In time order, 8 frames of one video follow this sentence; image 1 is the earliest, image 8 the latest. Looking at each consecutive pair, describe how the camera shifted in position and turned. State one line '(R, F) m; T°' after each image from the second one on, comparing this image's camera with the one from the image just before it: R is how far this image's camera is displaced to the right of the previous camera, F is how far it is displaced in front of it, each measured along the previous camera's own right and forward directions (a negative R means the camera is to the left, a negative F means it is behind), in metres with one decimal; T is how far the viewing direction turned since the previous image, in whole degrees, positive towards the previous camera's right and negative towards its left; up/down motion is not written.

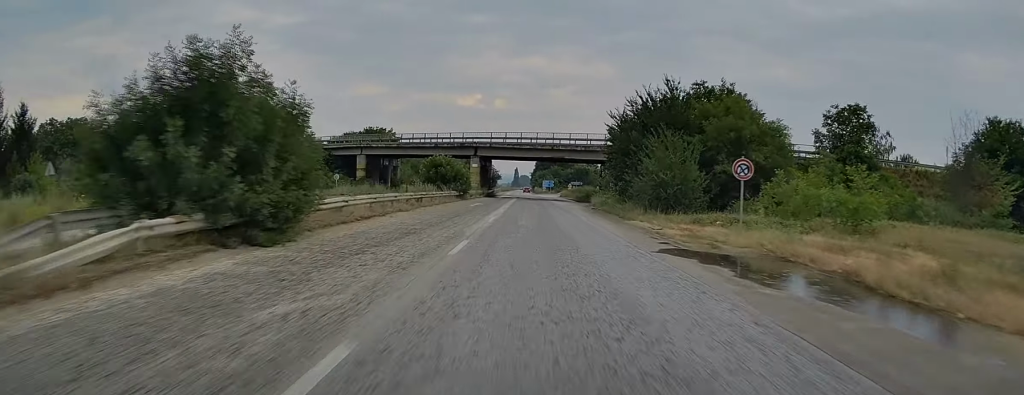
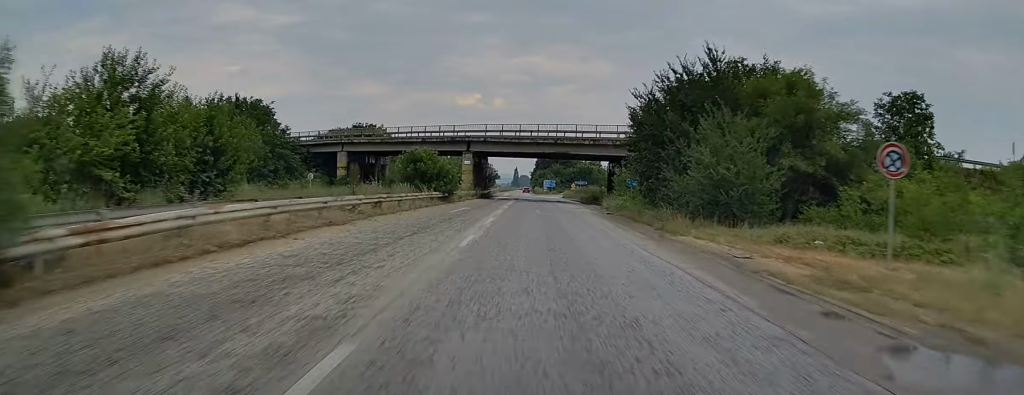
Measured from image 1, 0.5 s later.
(+0.1, +10.0) m; +1°
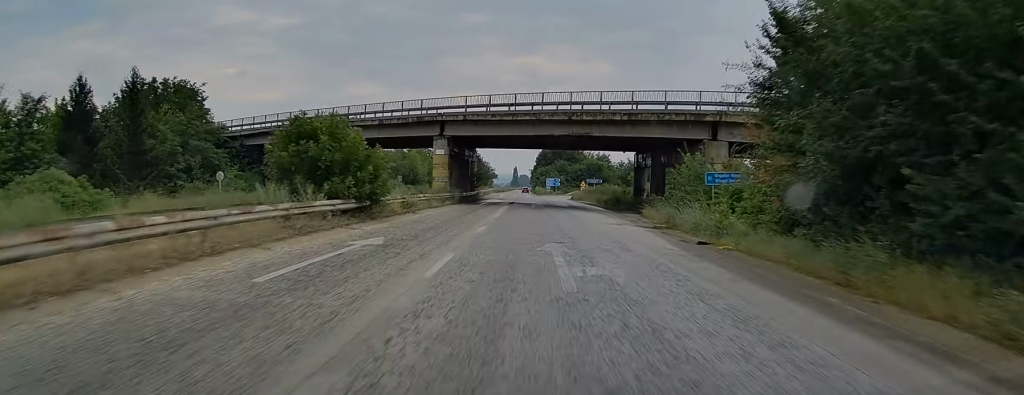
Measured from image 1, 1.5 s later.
(0.0, +22.0) m; -1°
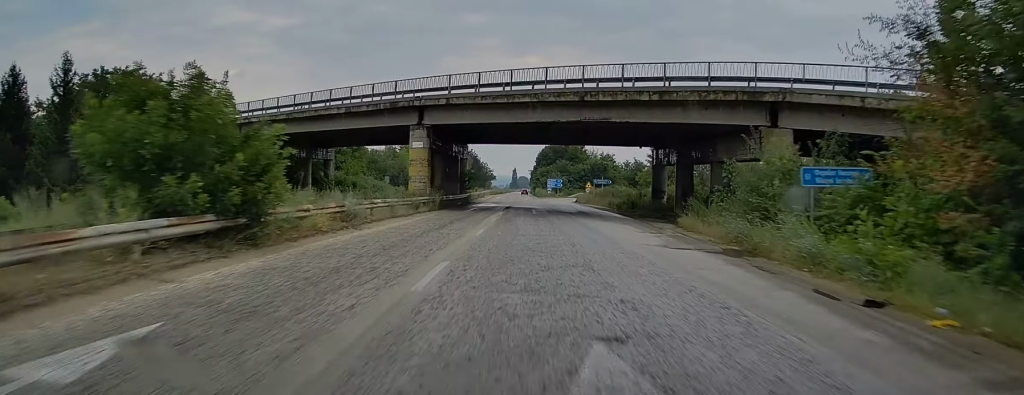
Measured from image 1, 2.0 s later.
(-0.2, +9.9) m; 0°
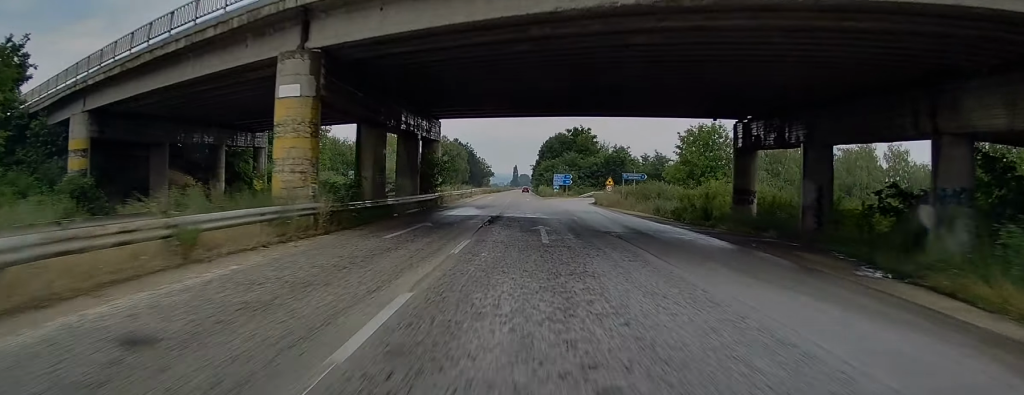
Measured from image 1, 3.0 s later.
(0.0, +22.0) m; 0°
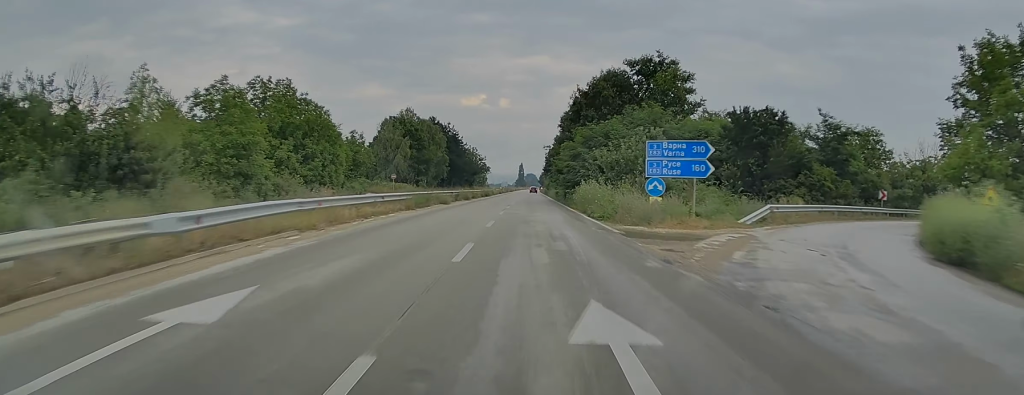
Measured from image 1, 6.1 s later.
(-1.1, +65.4) m; -1°
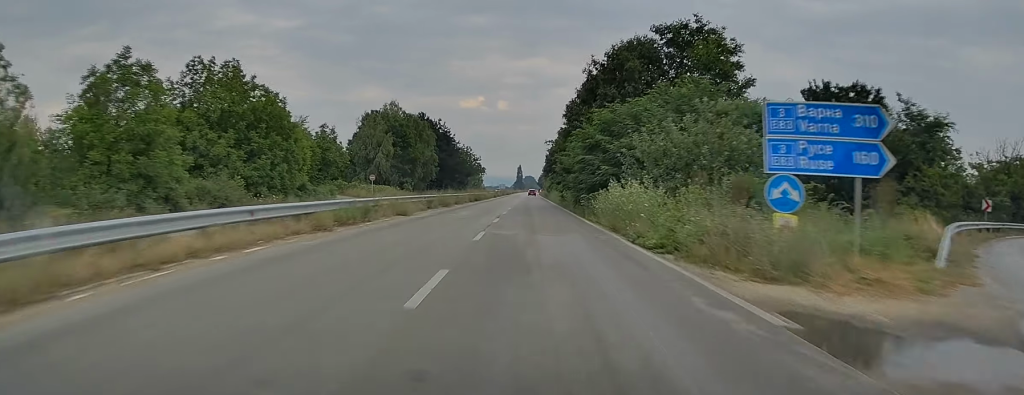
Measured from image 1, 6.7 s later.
(0.0, +12.8) m; +1°
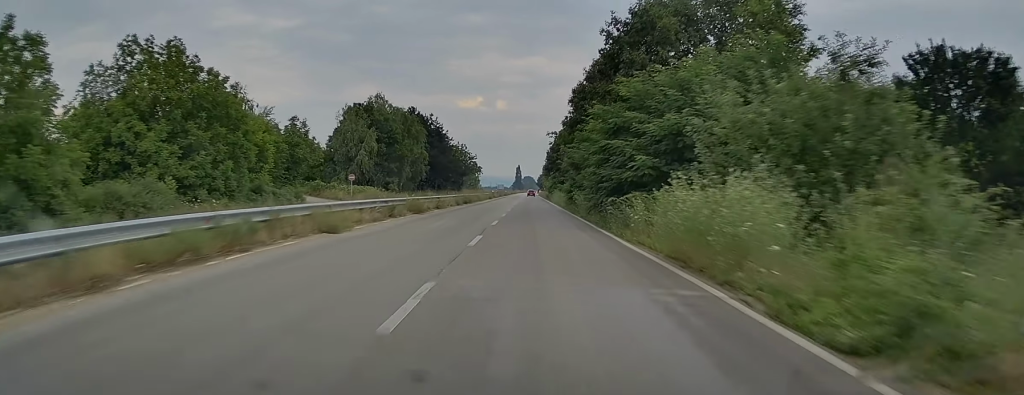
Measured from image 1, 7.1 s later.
(+0.2, +10.0) m; 0°
